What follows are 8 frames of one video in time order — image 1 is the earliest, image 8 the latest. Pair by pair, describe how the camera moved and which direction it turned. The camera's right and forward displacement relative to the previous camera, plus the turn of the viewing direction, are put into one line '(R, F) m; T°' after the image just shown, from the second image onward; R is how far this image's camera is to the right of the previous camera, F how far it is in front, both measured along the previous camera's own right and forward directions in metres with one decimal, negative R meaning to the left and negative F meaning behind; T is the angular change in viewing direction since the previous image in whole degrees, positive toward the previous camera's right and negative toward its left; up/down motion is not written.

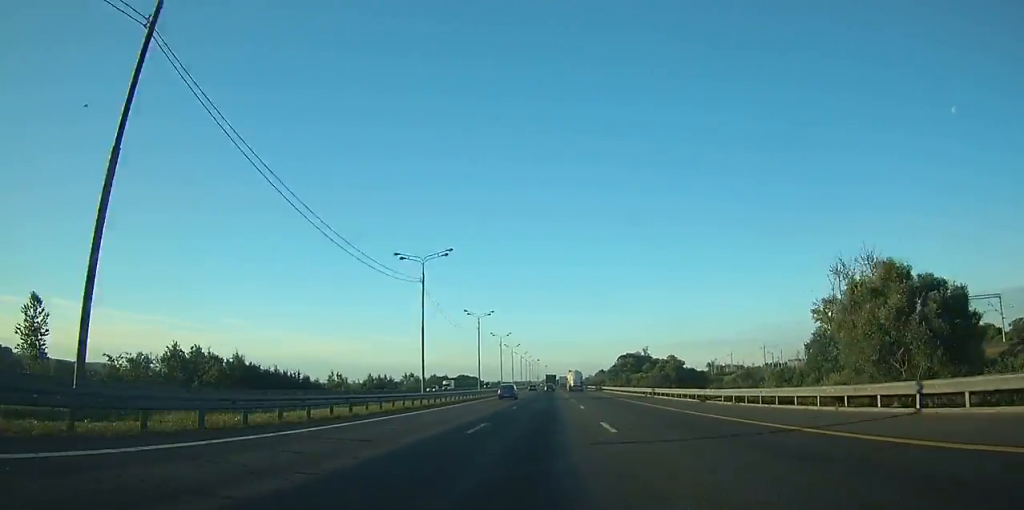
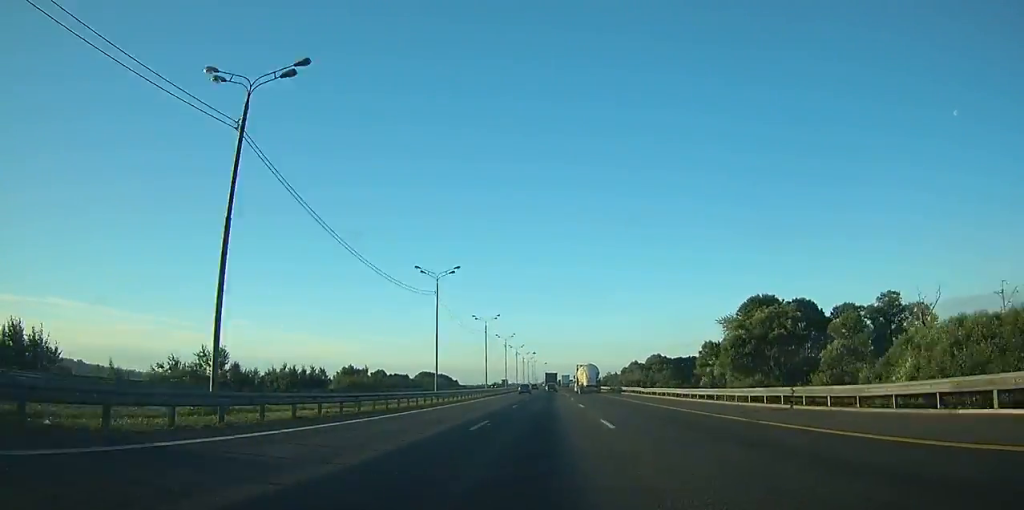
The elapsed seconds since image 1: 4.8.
(0.0, +124.6) m; 0°
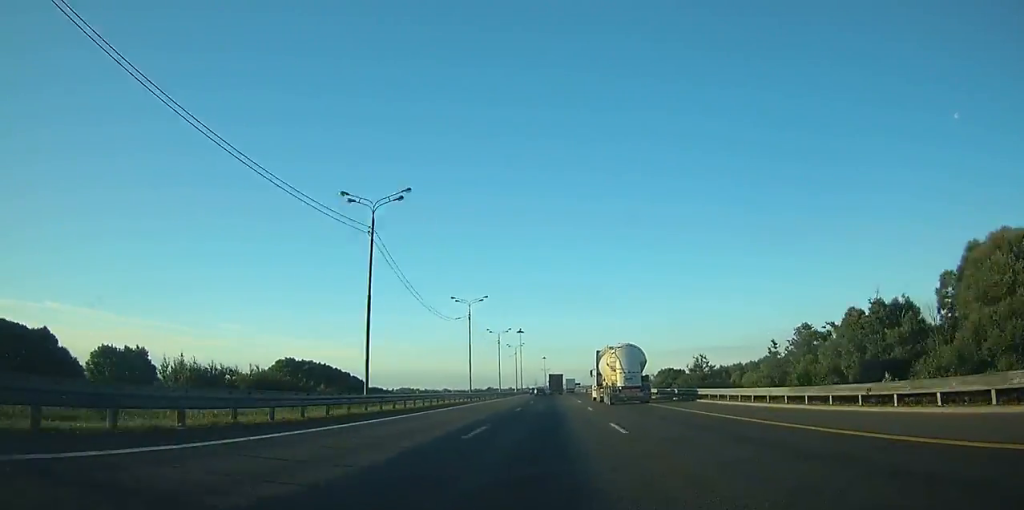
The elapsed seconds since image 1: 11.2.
(+0.1, +157.4) m; 0°
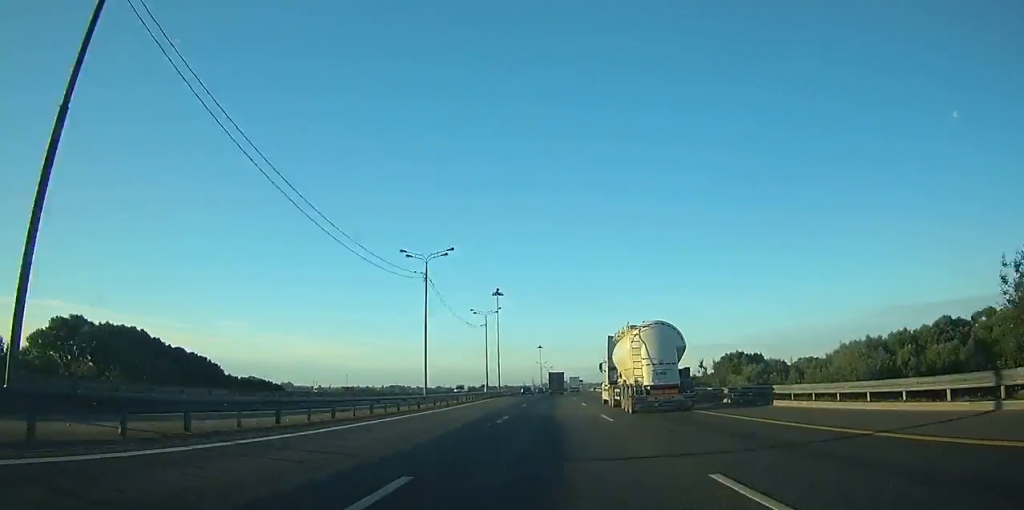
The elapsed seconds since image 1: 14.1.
(-0.1, +71.9) m; 0°
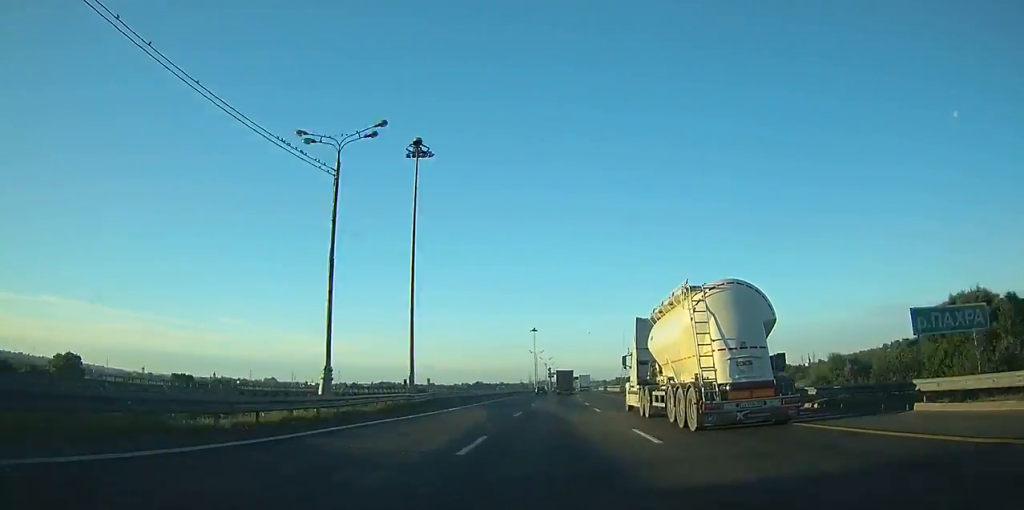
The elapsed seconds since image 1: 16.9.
(0.0, +70.7) m; 0°
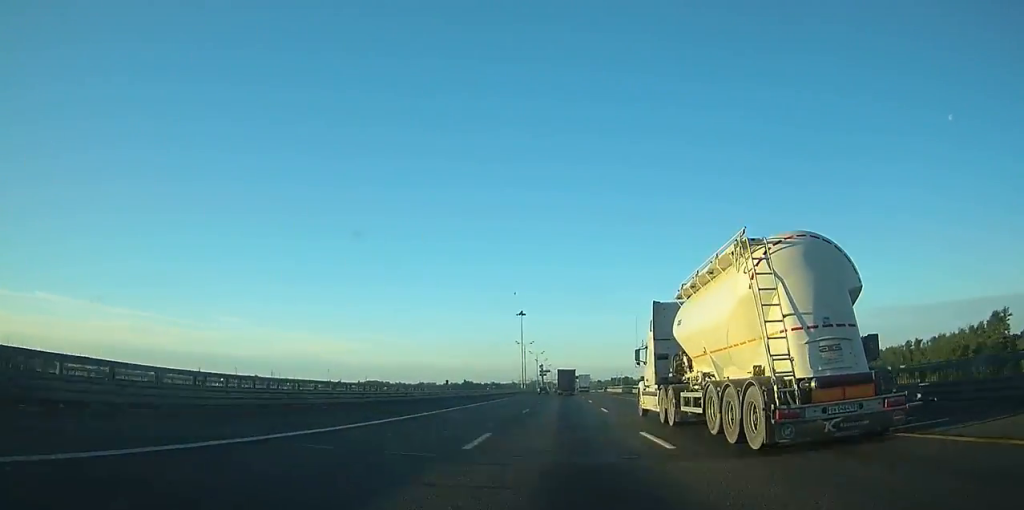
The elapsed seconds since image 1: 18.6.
(+0.3, +43.1) m; +1°
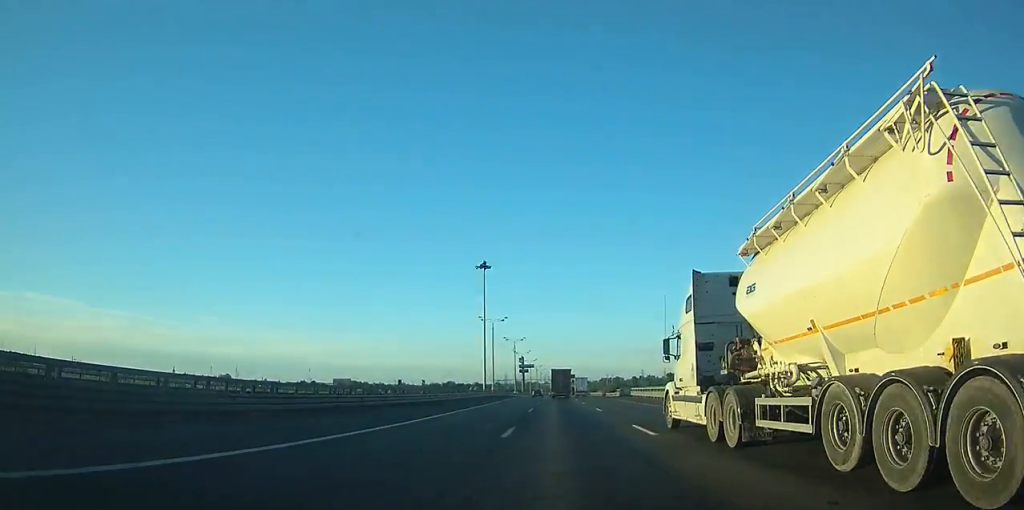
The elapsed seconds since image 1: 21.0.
(+0.4, +62.6) m; +1°
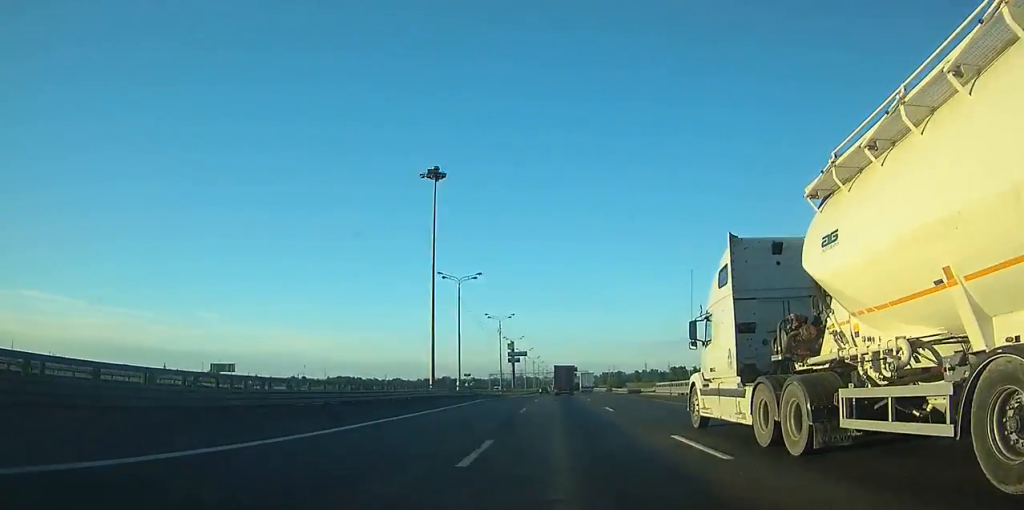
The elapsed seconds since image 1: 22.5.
(+0.3, +41.6) m; +1°
